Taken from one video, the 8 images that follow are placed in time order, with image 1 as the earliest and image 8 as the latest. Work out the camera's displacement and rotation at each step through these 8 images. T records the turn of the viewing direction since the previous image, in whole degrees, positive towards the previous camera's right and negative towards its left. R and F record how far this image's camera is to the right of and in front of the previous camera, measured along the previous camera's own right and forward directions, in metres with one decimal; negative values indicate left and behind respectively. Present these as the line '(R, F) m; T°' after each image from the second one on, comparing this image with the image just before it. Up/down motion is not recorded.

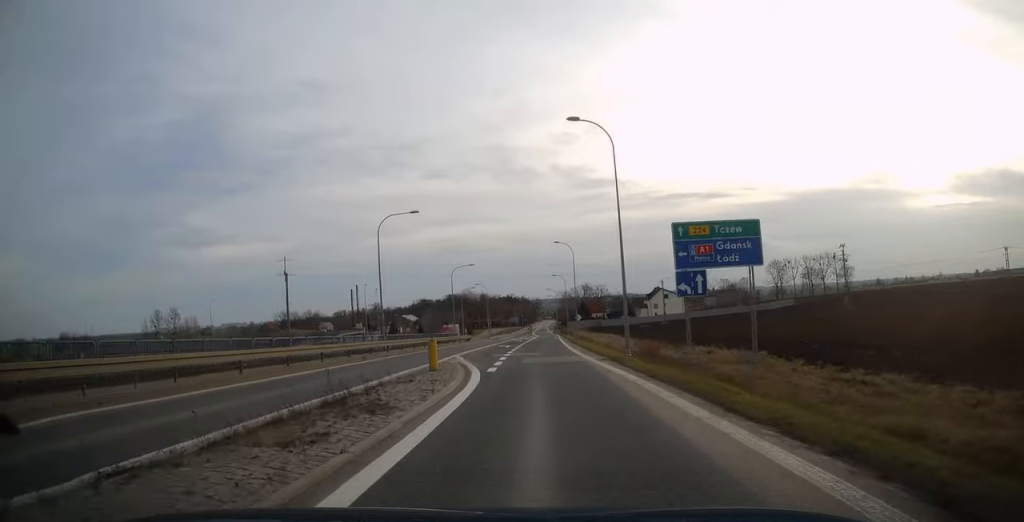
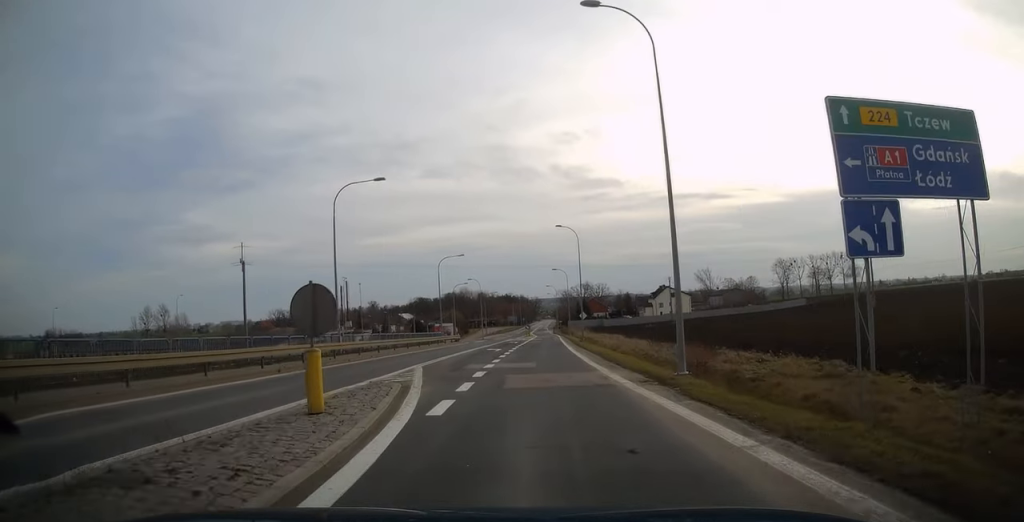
(-0.2, +9.8) m; 0°
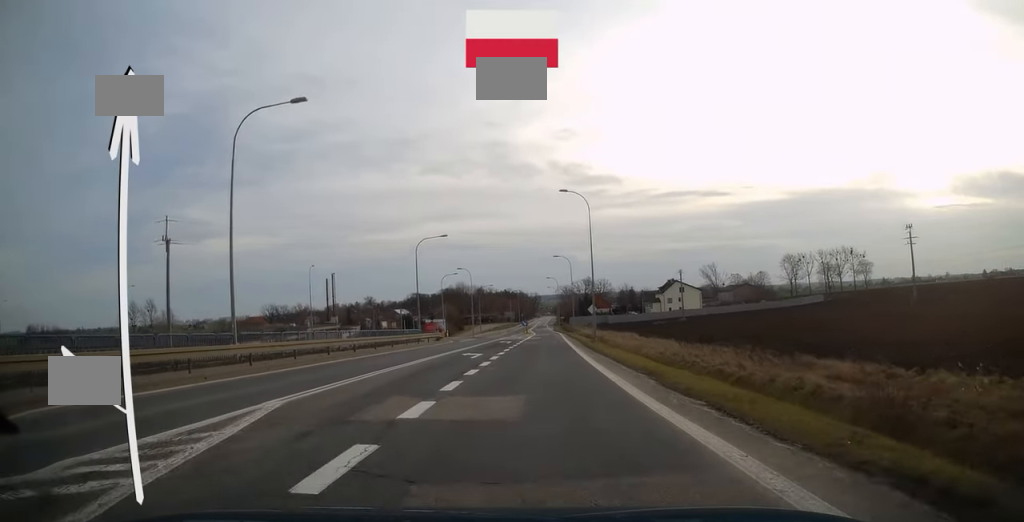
(+0.3, +12.6) m; +1°
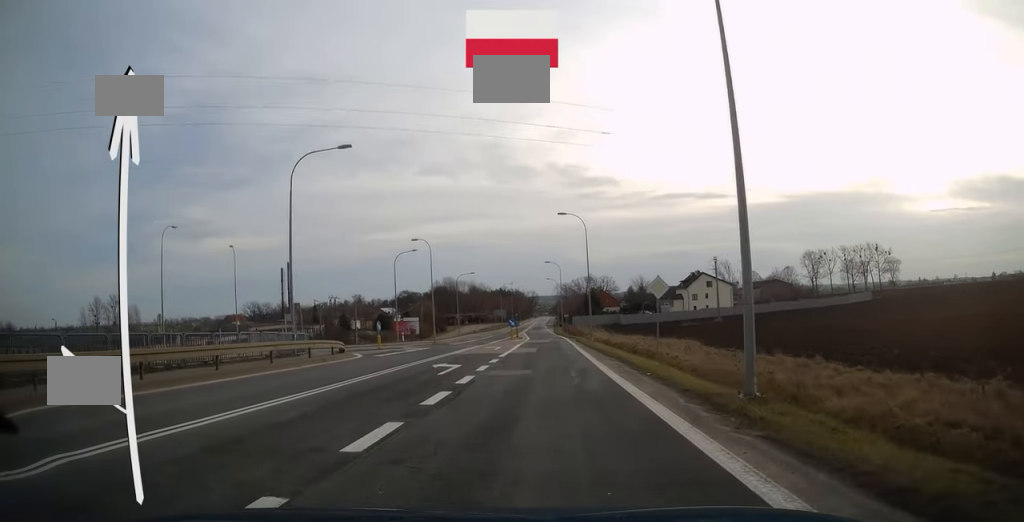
(0.0, +30.2) m; 0°
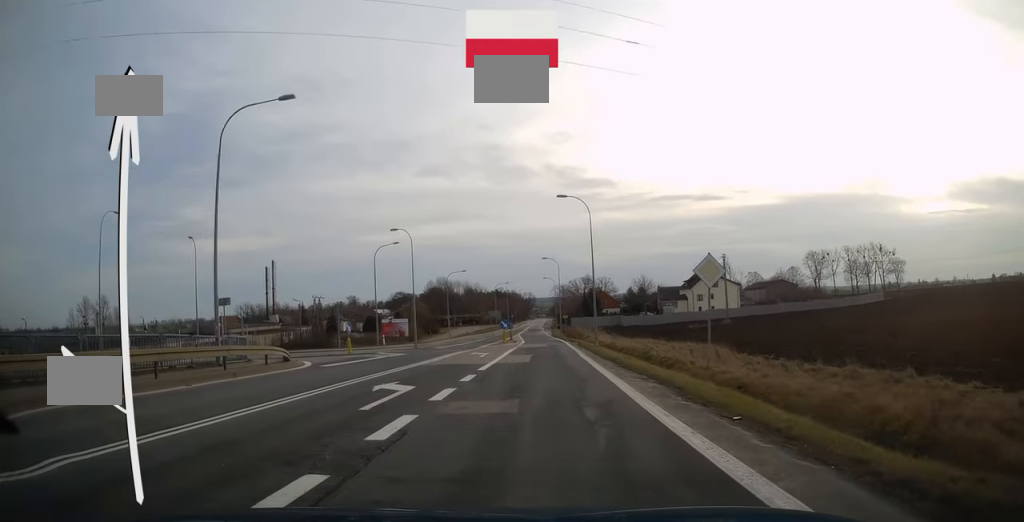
(0.0, +7.1) m; 0°
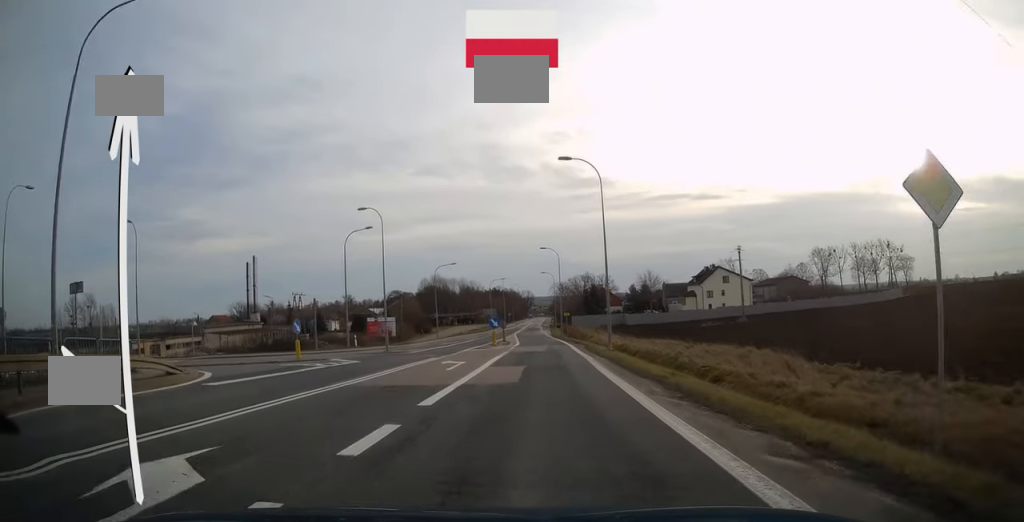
(+0.1, +9.1) m; 0°
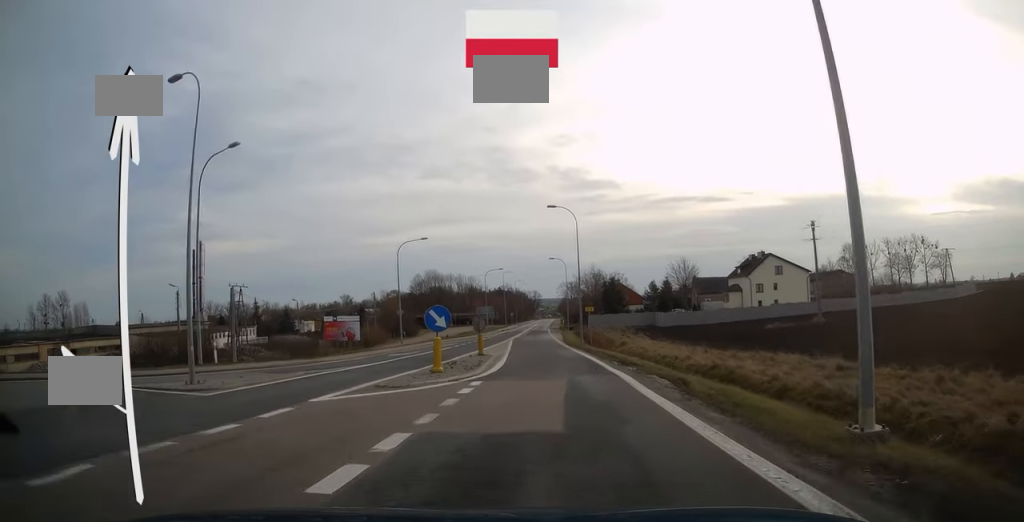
(0.0, +25.0) m; 0°
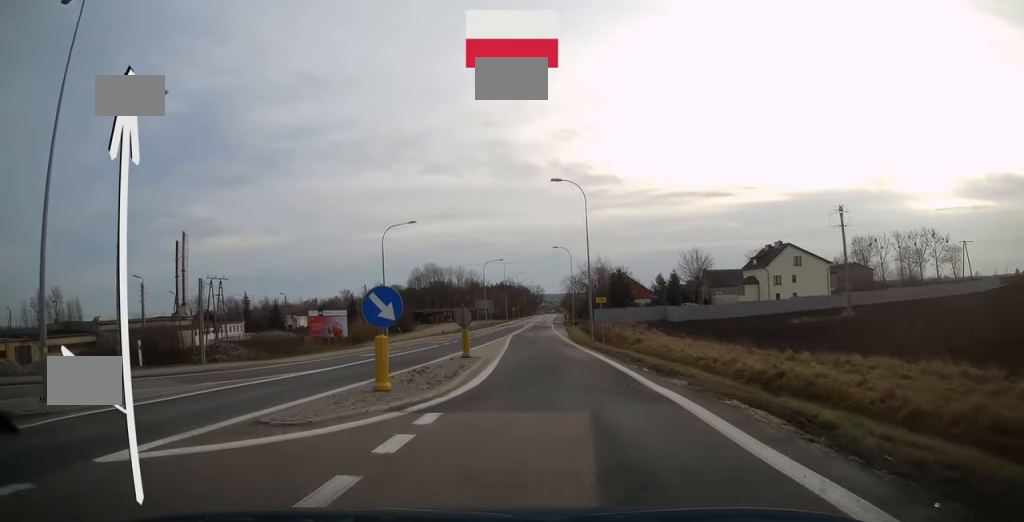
(0.0, +6.6) m; 0°
